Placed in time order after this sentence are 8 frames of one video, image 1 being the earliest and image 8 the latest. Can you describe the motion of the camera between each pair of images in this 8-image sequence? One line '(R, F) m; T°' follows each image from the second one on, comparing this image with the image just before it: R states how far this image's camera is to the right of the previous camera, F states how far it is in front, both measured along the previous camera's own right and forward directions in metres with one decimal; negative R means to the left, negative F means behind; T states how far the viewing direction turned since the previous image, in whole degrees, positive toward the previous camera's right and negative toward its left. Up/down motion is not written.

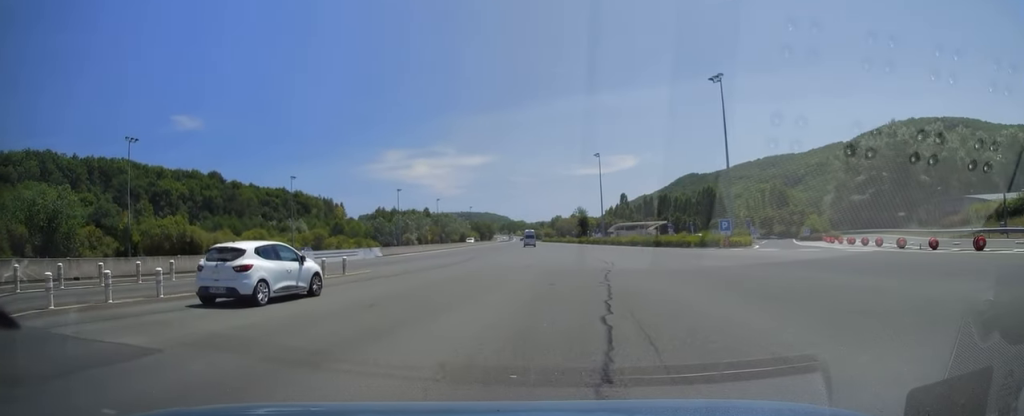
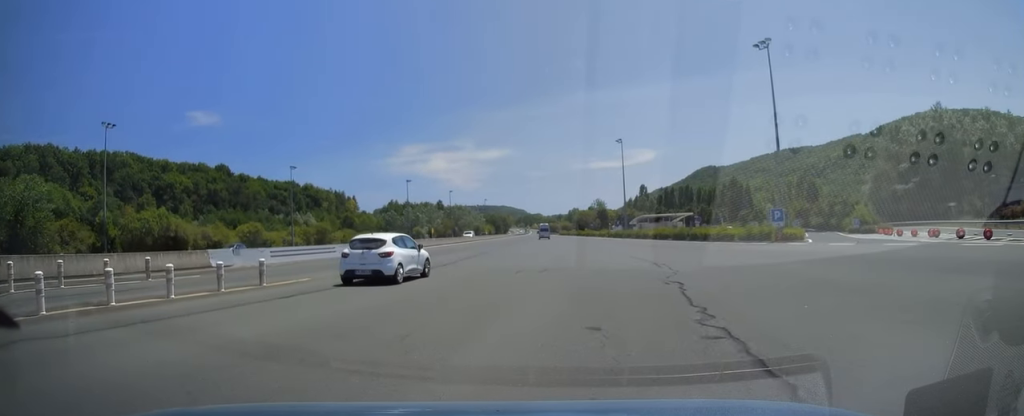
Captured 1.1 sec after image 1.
(-0.2, +10.6) m; 0°
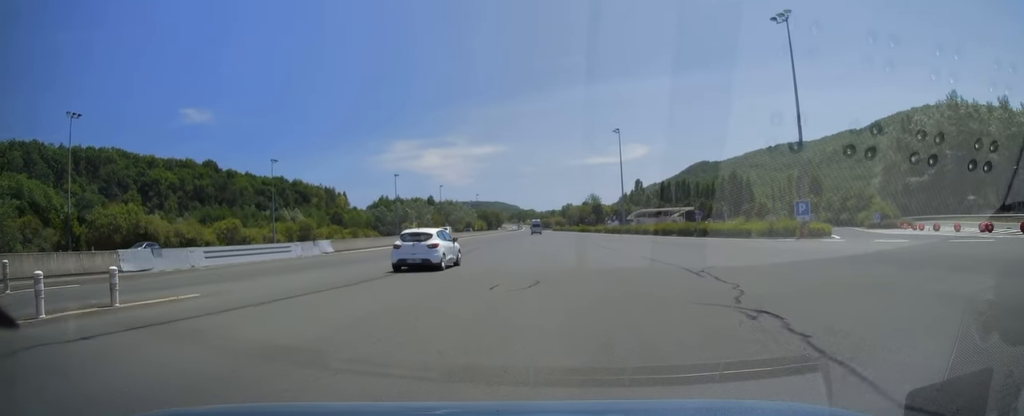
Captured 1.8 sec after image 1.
(+0.2, +6.9) m; +1°
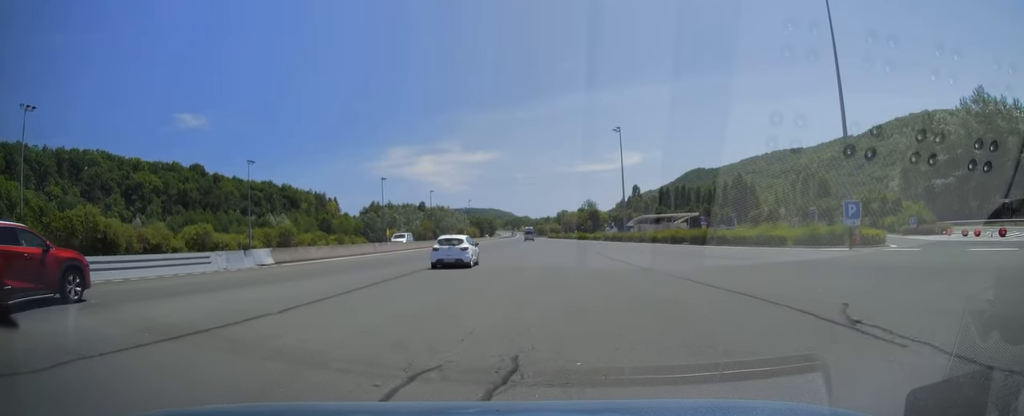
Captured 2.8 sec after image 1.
(0.0, +9.3) m; 0°
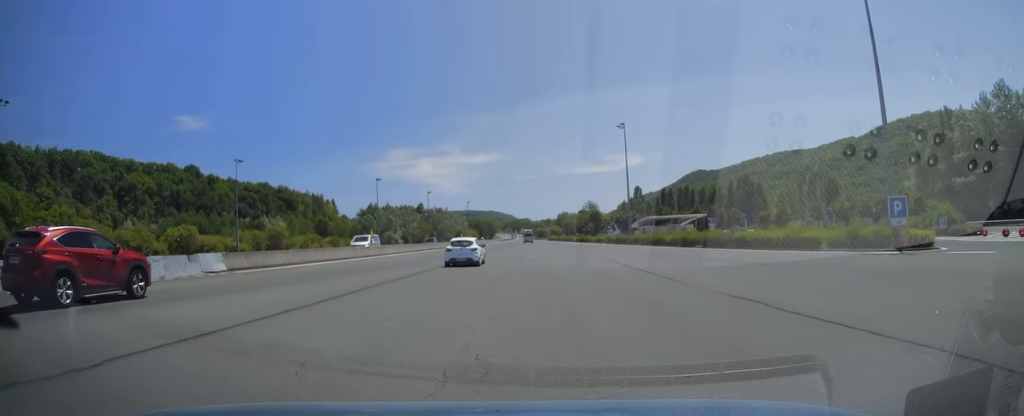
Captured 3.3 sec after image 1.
(0.0, +5.6) m; 0°
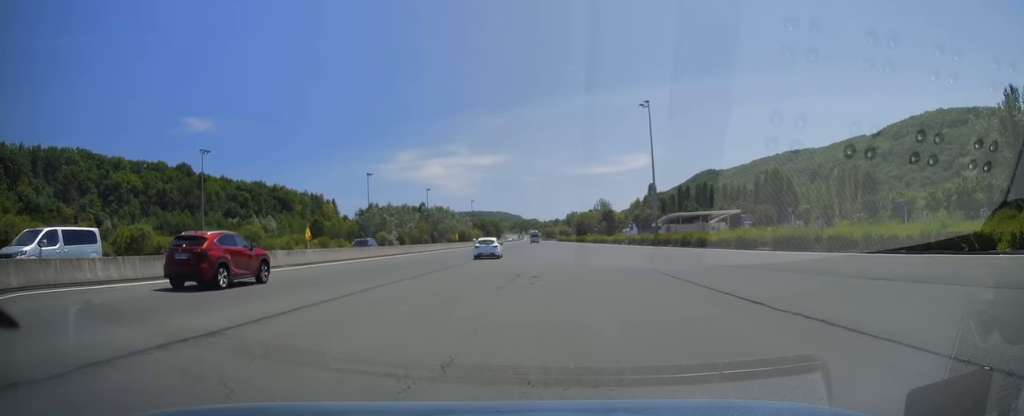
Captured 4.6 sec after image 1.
(+0.3, +16.1) m; +3°
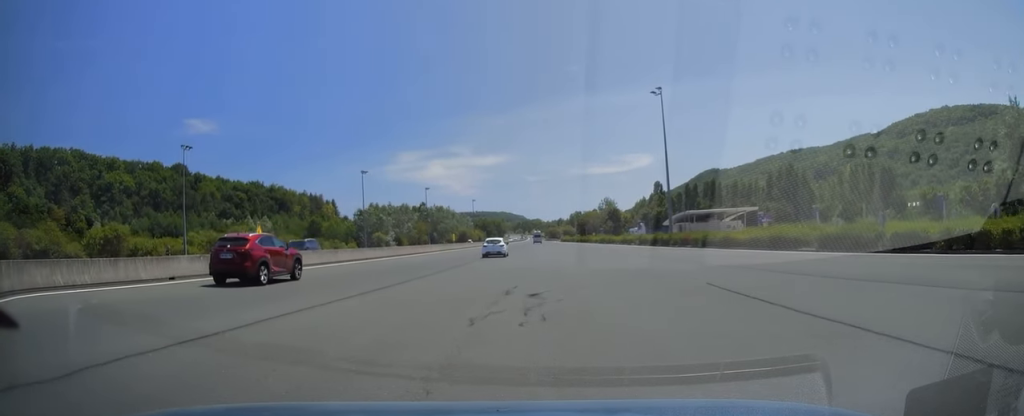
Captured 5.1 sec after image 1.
(+0.1, +6.7) m; +1°
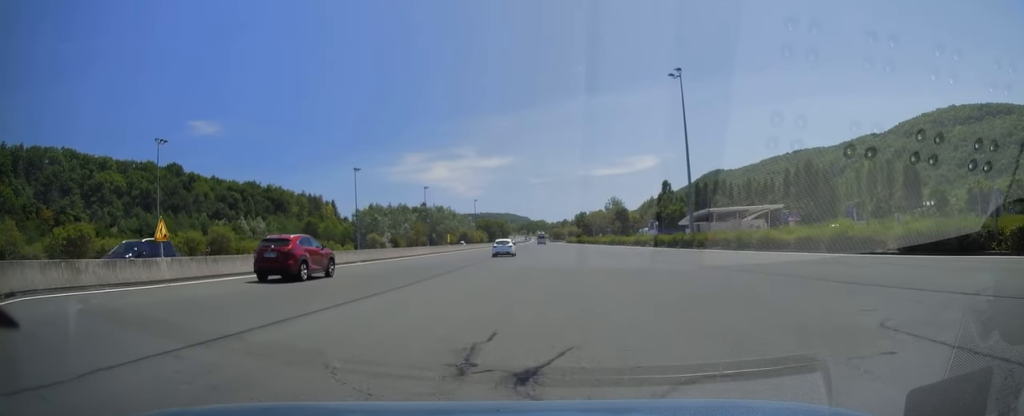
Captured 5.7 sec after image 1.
(0.0, +8.9) m; -1°
